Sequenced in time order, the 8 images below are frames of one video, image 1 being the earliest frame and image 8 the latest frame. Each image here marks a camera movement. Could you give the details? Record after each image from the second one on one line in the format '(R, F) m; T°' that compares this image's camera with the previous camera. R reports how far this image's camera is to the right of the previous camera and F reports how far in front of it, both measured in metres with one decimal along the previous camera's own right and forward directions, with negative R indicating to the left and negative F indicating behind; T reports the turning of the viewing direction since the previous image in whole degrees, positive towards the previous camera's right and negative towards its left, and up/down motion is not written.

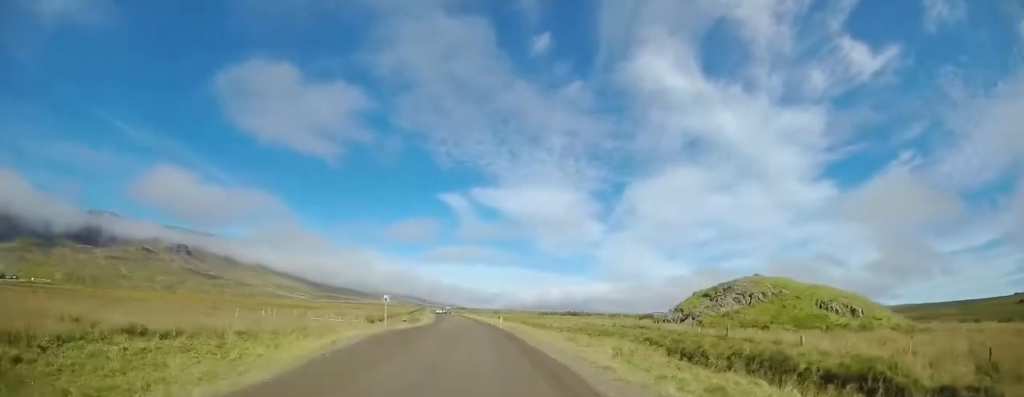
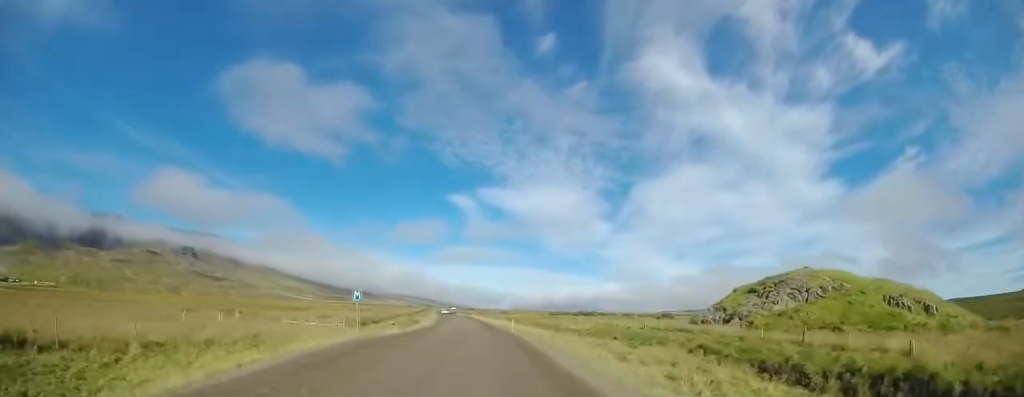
(0.0, +7.8) m; -1°
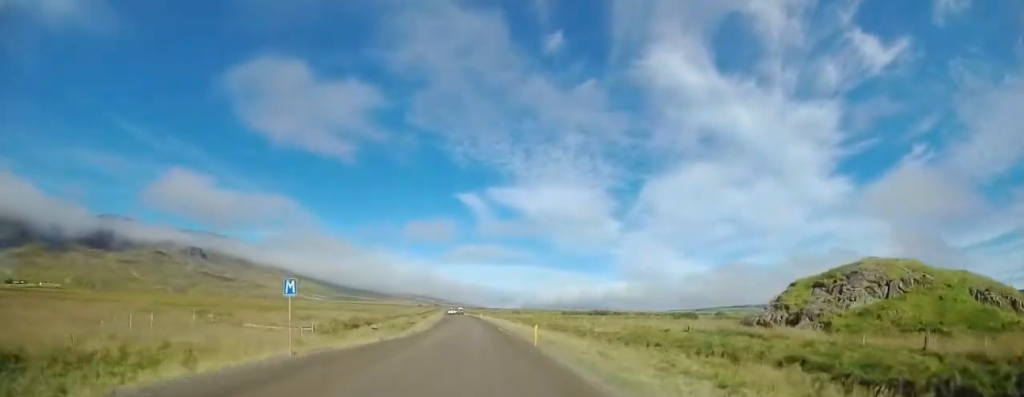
(-0.1, +8.3) m; -1°
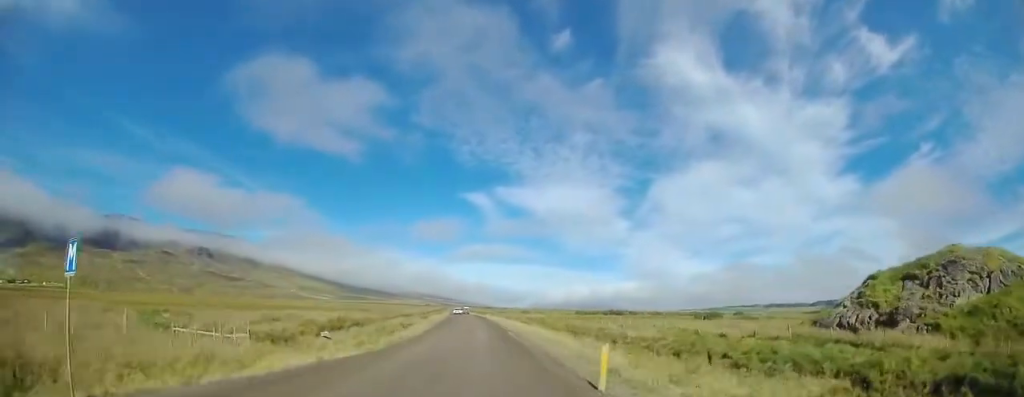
(-0.2, +8.8) m; -1°
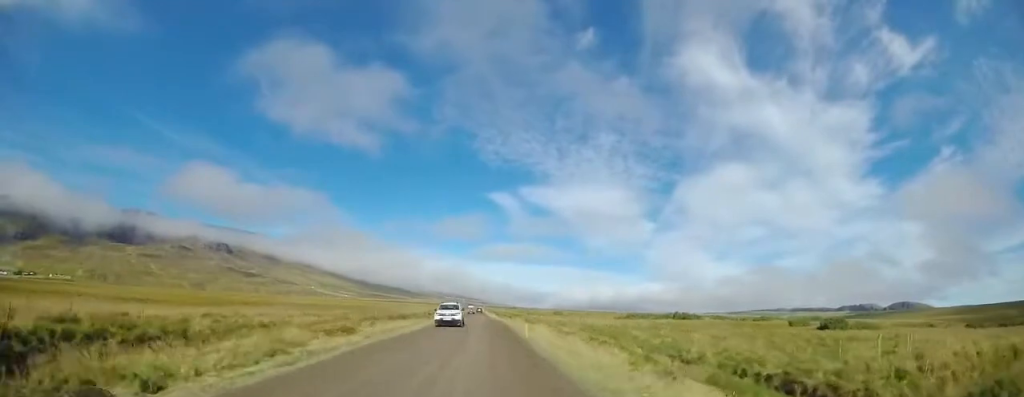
(-1.2, +37.1) m; -2°
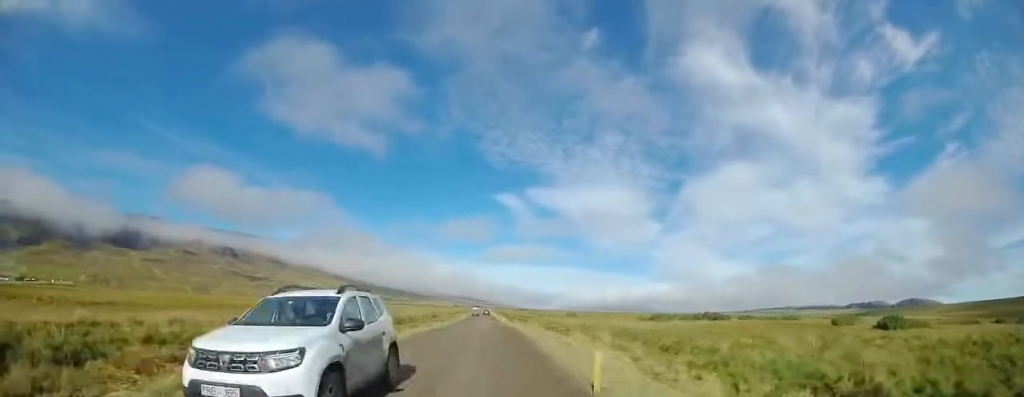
(+0.1, +12.5) m; -1°
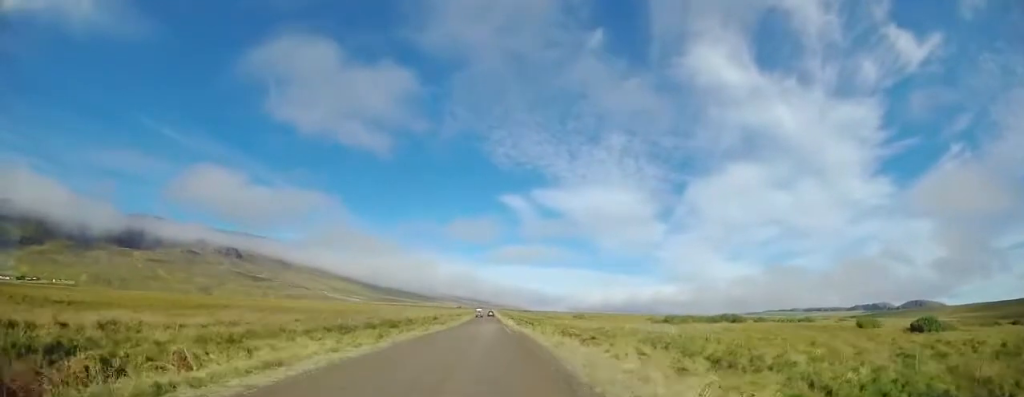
(+0.1, +6.5) m; 0°
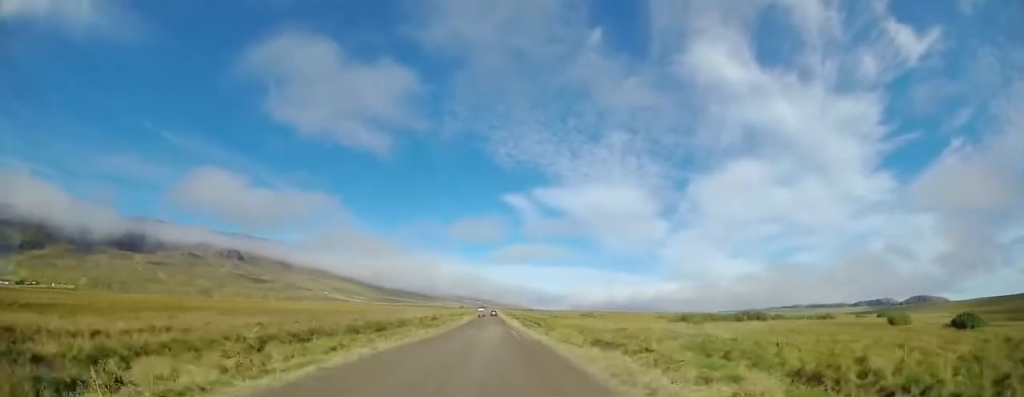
(-0.2, +7.9) m; -1°
